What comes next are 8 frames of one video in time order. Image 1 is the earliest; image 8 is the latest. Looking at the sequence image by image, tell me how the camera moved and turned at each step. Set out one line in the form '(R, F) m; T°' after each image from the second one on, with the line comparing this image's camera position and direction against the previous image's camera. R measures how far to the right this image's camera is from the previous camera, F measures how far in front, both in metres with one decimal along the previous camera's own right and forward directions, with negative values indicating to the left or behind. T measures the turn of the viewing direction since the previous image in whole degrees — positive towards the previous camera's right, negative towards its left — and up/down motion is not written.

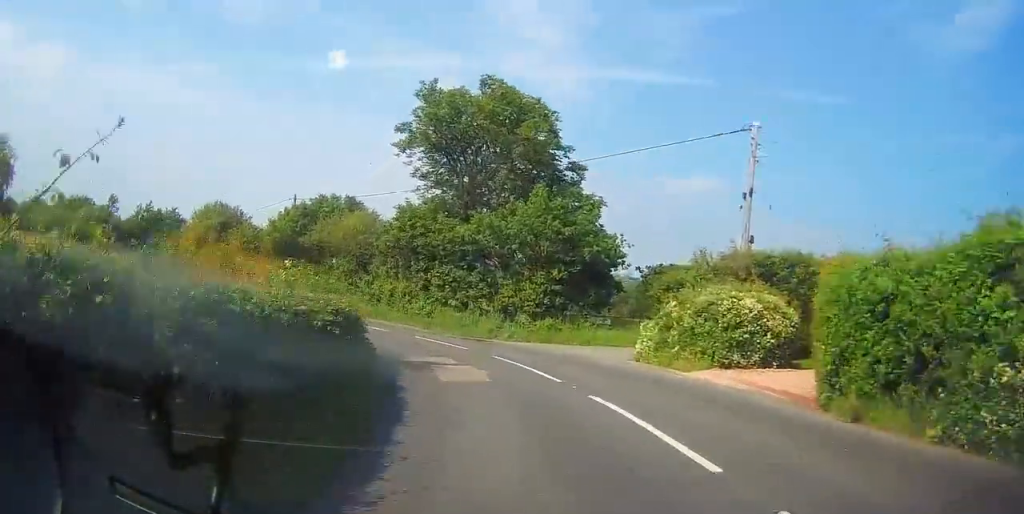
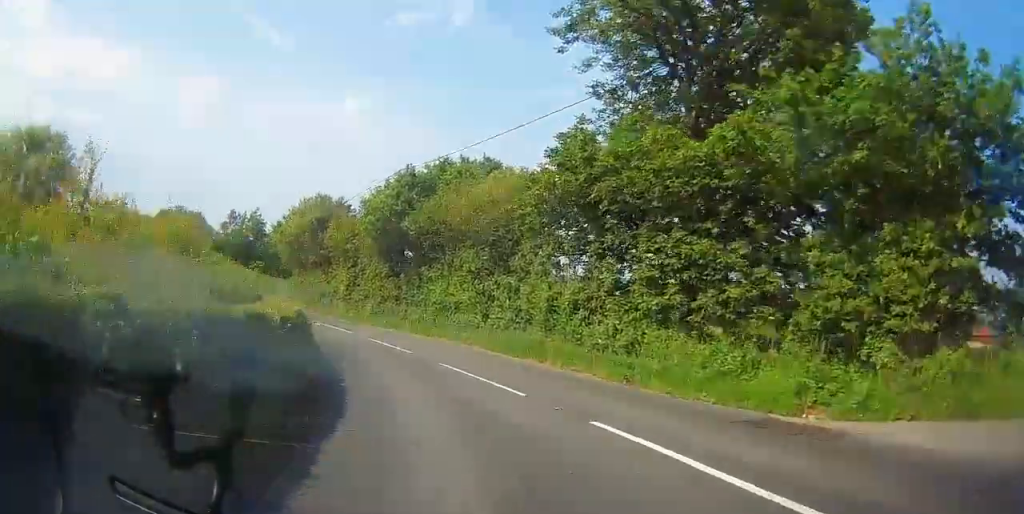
(-0.9, +16.8) m; -8°
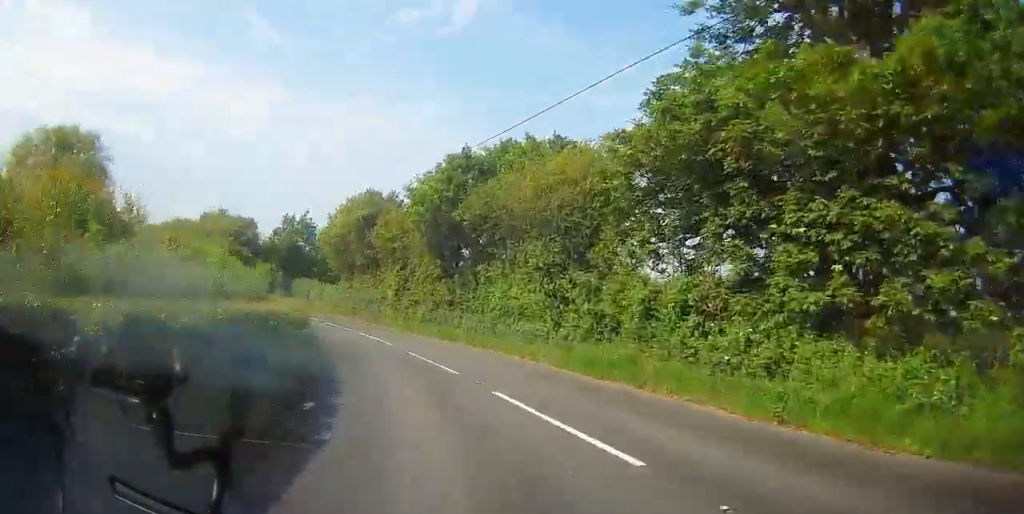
(+1.2, +5.4) m; -8°
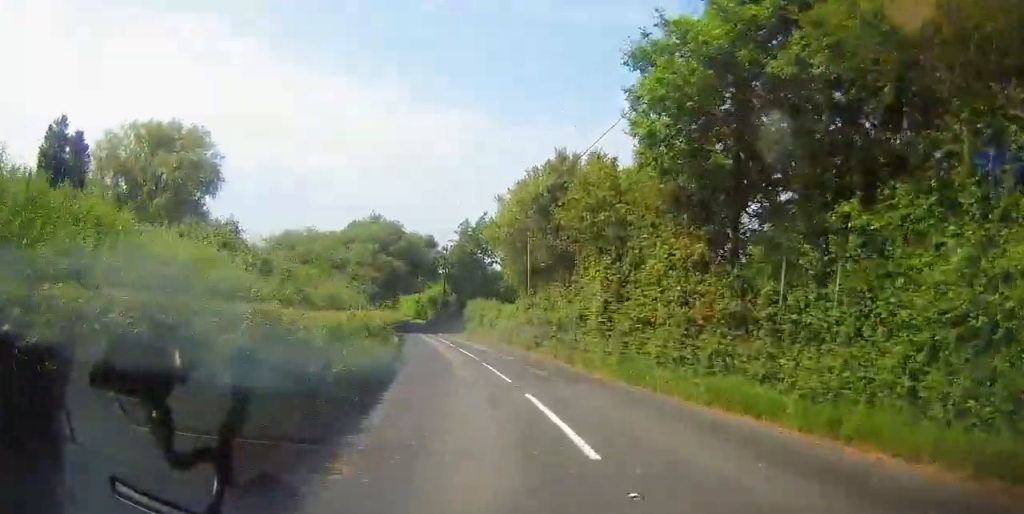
(-5.8, +15.4) m; -29°
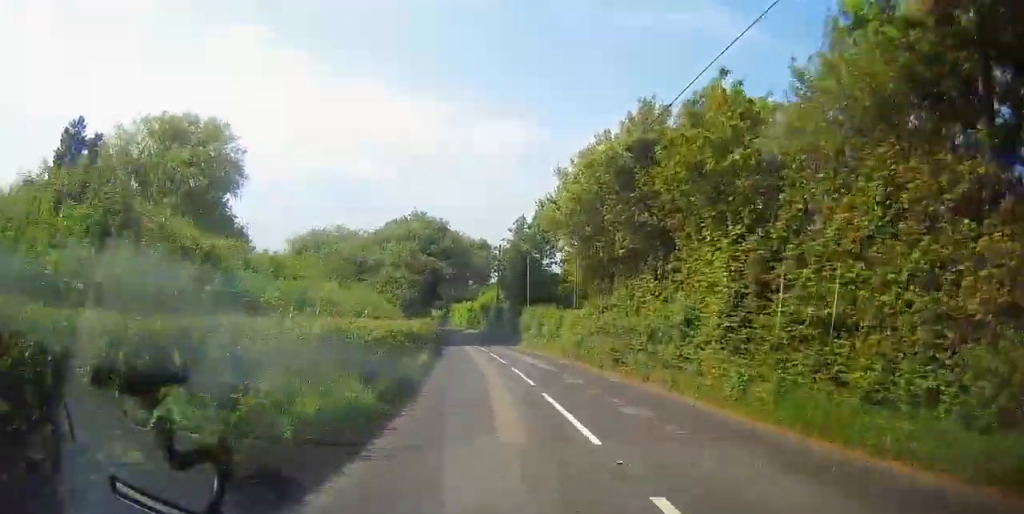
(-0.1, +7.6) m; 0°
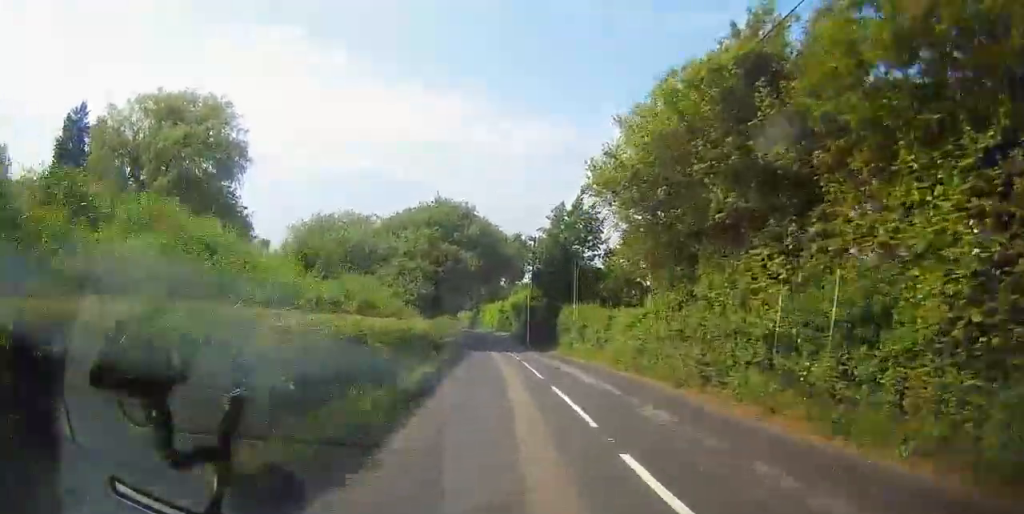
(-0.1, +7.1) m; 0°
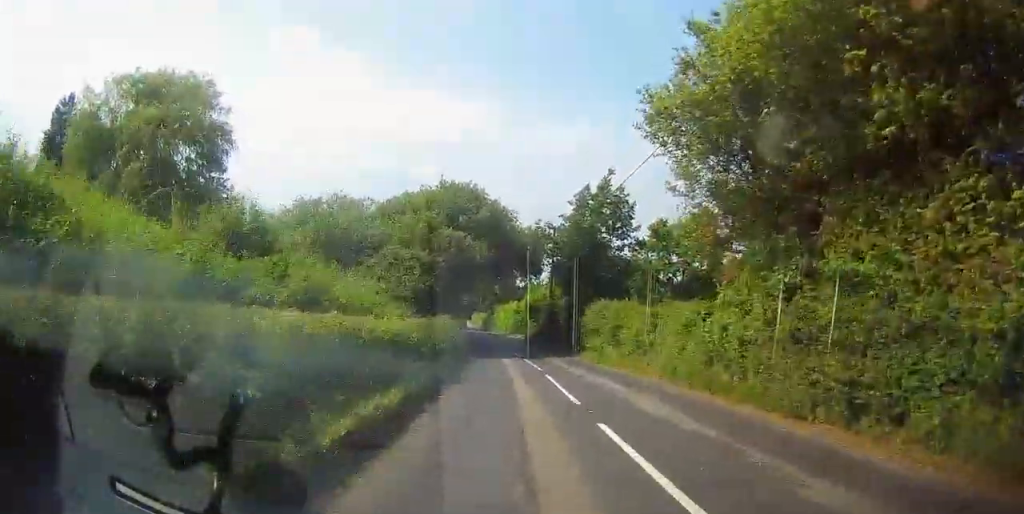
(+0.1, +6.6) m; +1°
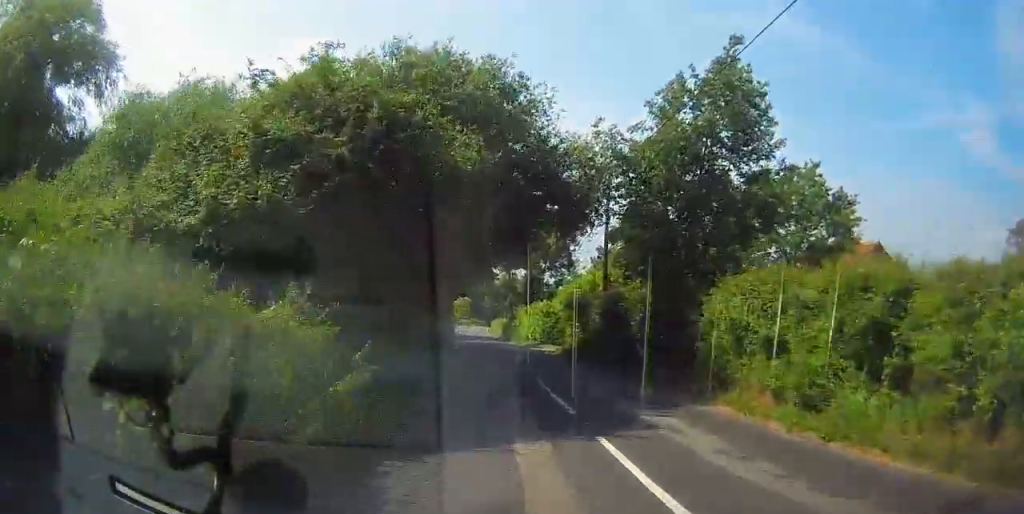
(+0.2, +19.0) m; +1°
